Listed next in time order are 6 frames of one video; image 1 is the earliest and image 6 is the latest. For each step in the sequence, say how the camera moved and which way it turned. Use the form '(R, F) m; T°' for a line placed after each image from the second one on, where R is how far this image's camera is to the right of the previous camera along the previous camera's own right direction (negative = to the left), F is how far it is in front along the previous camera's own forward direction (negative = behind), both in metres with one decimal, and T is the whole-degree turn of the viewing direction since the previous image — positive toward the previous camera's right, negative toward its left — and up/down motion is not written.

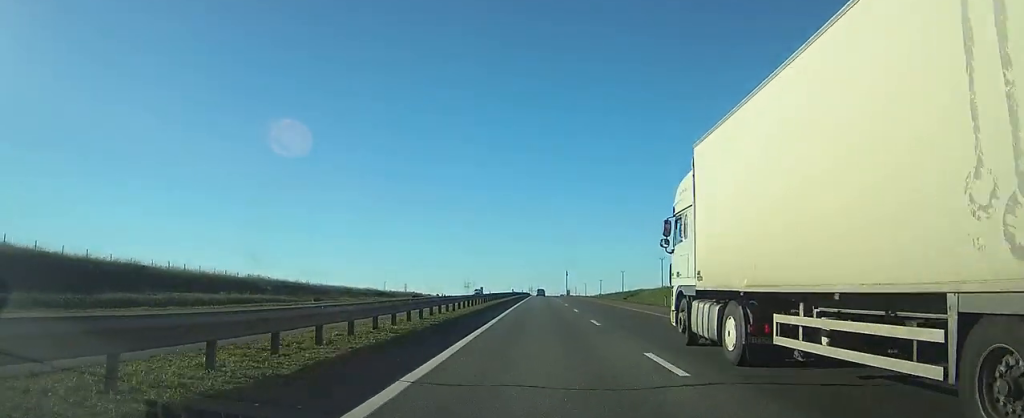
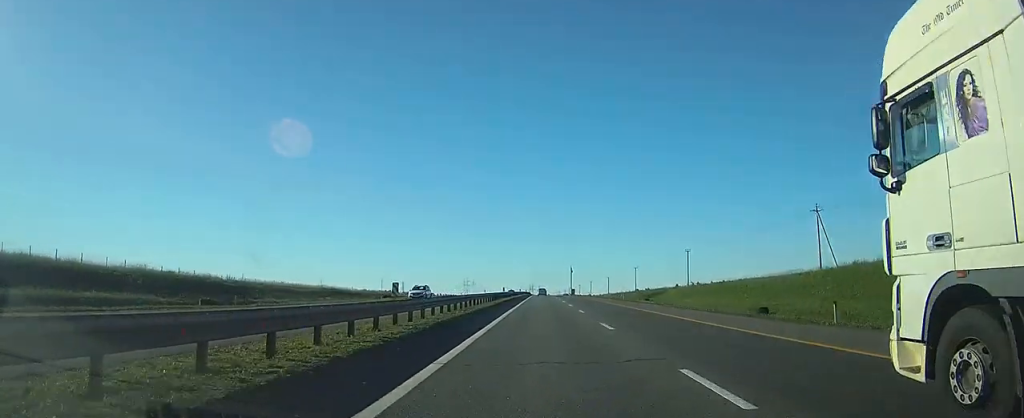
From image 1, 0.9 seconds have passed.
(0.0, +26.4) m; 0°
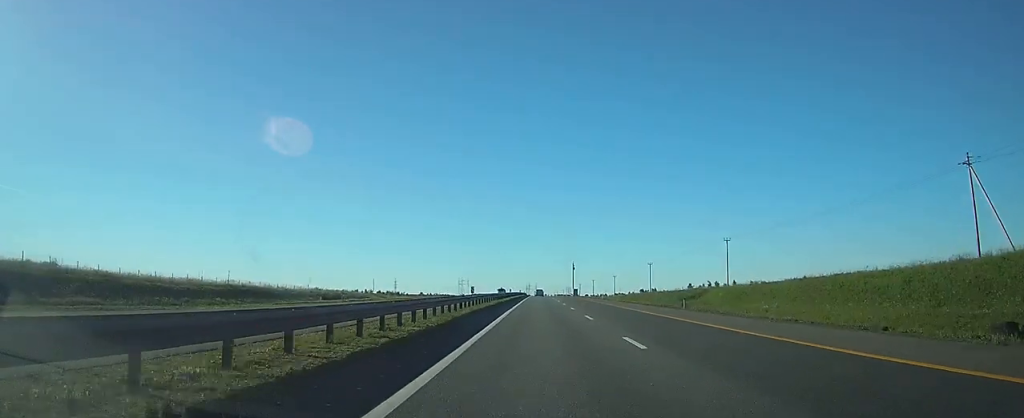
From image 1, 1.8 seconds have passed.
(+0.1, +29.4) m; 0°
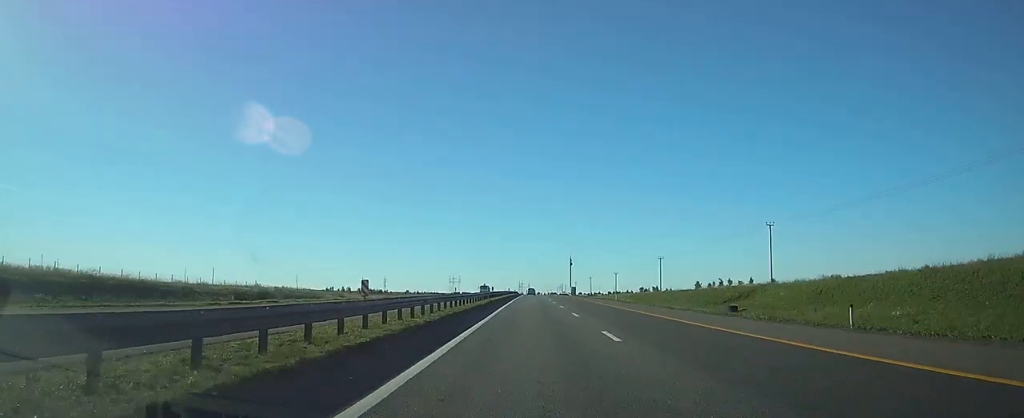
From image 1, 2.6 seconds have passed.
(+0.1, +22.4) m; 0°
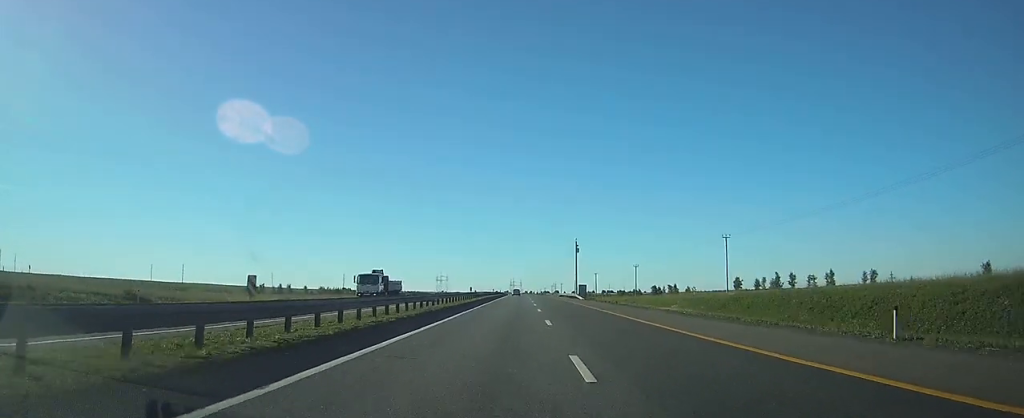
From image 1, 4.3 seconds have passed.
(+0.3, +54.1) m; +1°
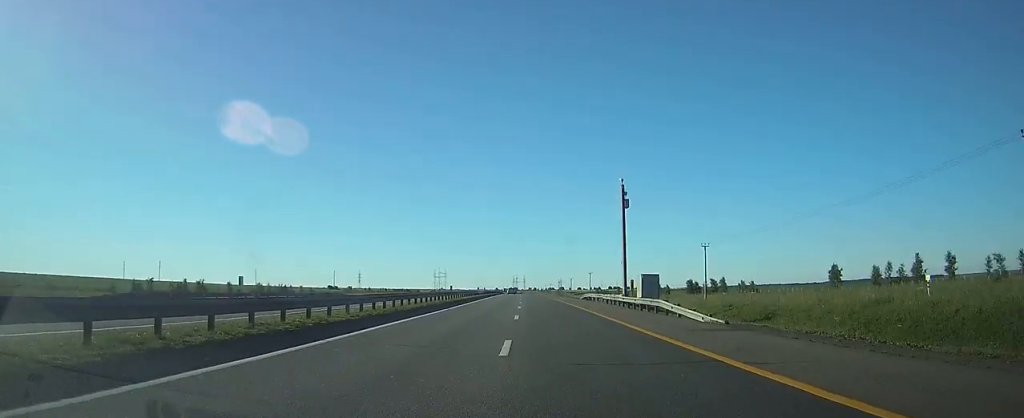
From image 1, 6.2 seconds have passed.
(+0.2, +57.4) m; 0°
